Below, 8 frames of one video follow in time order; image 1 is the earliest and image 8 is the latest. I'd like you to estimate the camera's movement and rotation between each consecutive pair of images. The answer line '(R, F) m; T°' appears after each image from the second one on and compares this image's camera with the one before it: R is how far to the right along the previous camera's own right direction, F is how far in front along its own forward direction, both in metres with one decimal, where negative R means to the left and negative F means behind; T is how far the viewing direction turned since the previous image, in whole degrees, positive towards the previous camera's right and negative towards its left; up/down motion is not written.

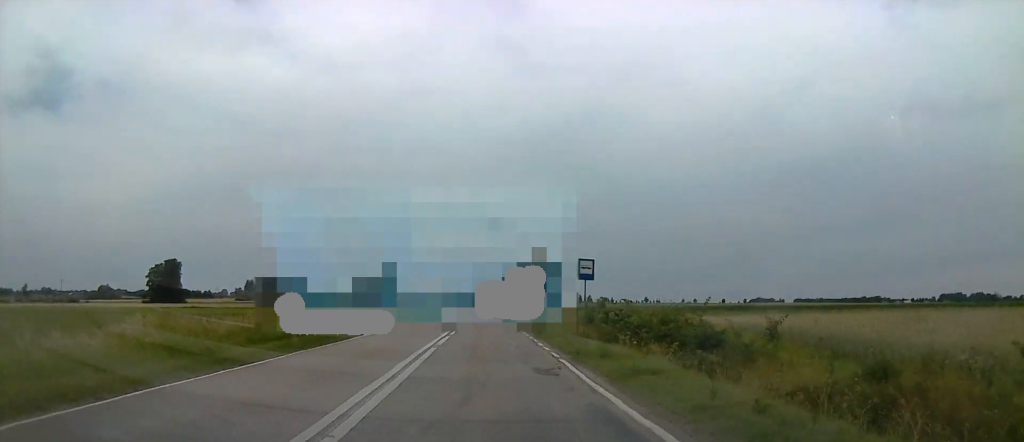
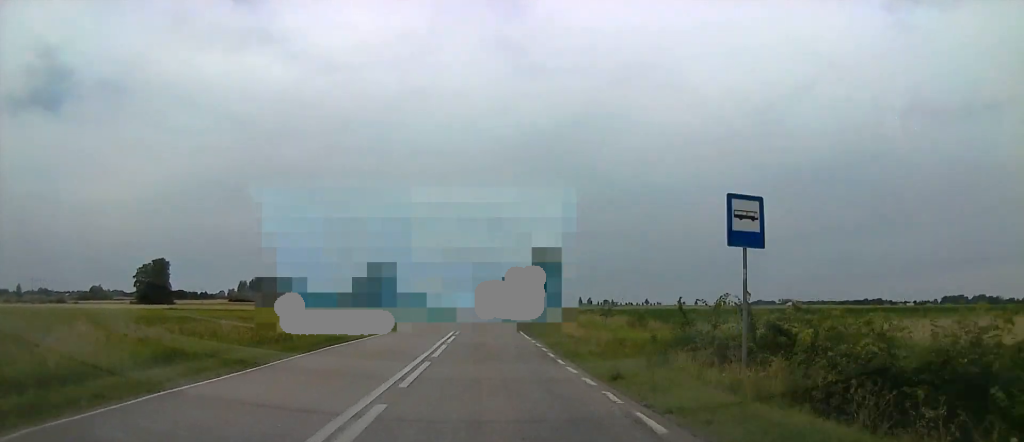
(0.0, +14.5) m; 0°
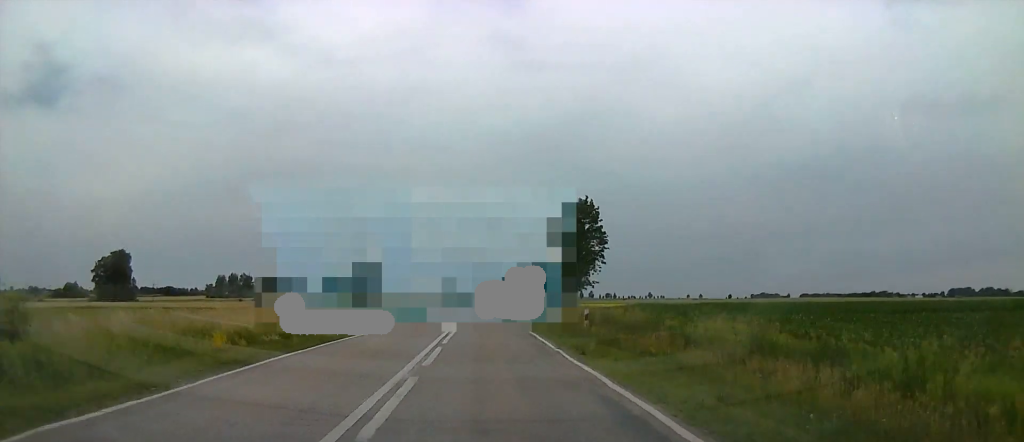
(0.0, +42.3) m; 0°
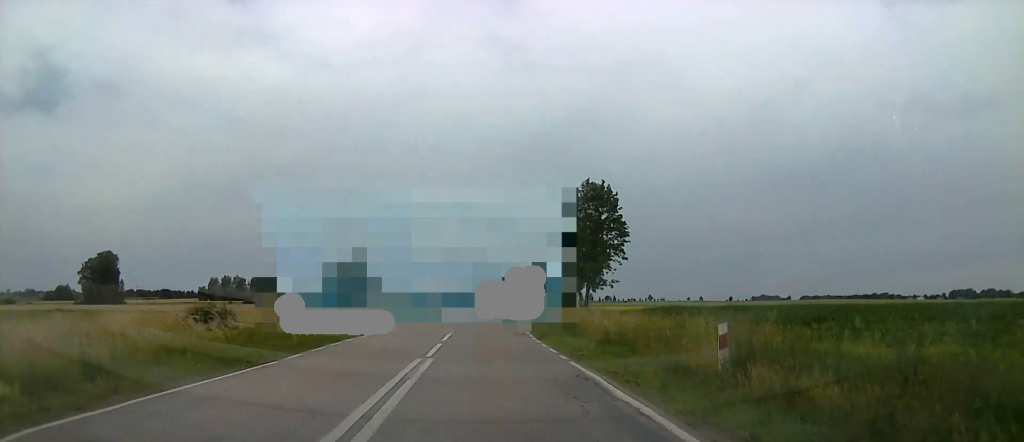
(0.0, +11.7) m; 0°
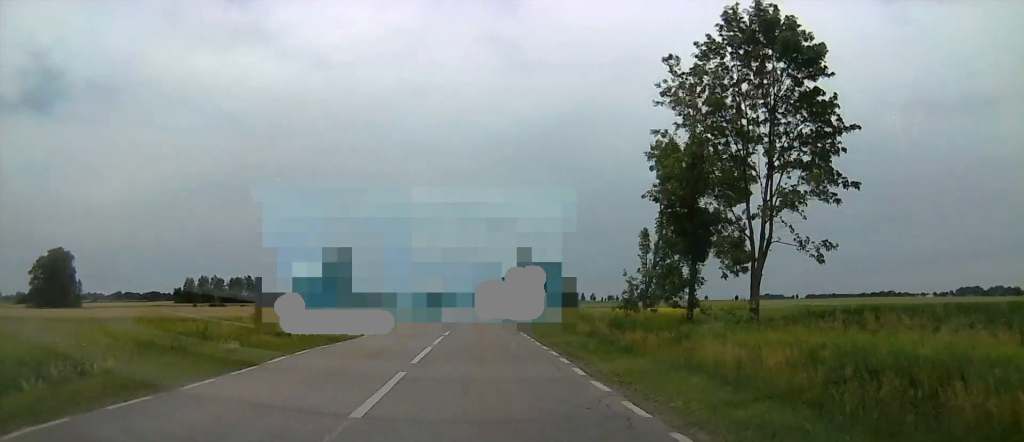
(-0.2, +40.9) m; 0°
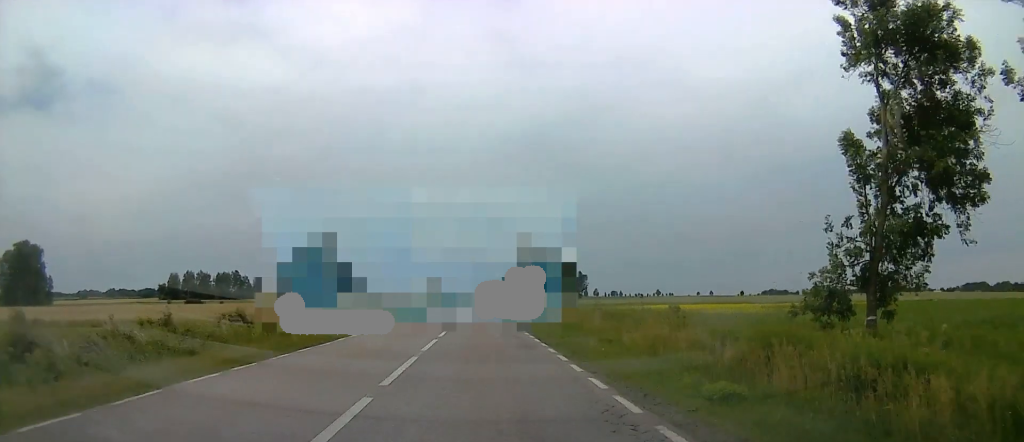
(0.0, +25.8) m; 0°
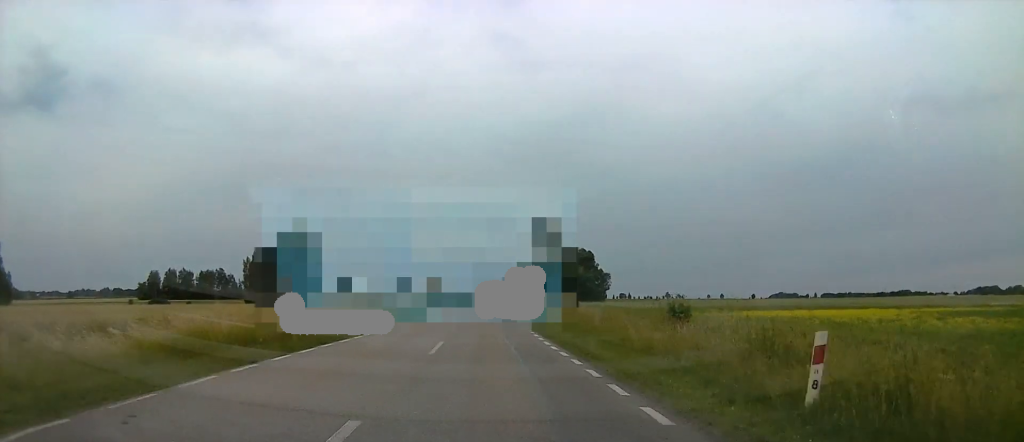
(0.0, +34.8) m; 0°
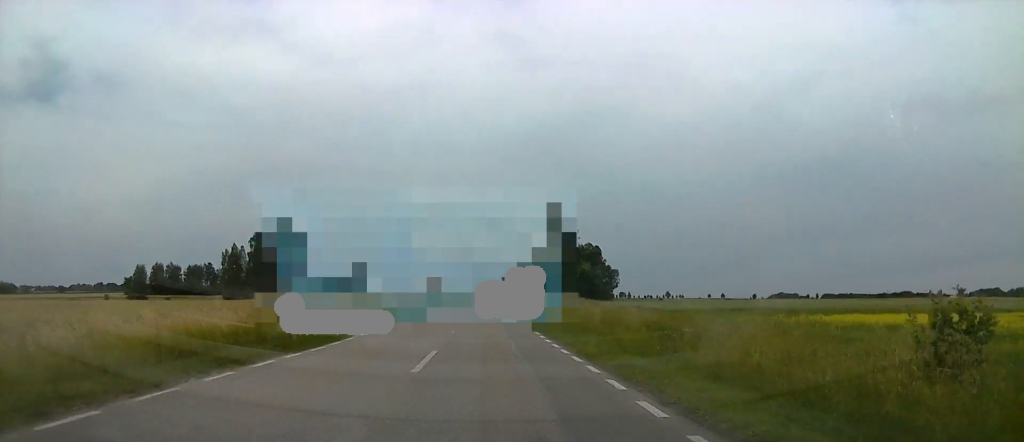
(0.0, +15.7) m; 0°
